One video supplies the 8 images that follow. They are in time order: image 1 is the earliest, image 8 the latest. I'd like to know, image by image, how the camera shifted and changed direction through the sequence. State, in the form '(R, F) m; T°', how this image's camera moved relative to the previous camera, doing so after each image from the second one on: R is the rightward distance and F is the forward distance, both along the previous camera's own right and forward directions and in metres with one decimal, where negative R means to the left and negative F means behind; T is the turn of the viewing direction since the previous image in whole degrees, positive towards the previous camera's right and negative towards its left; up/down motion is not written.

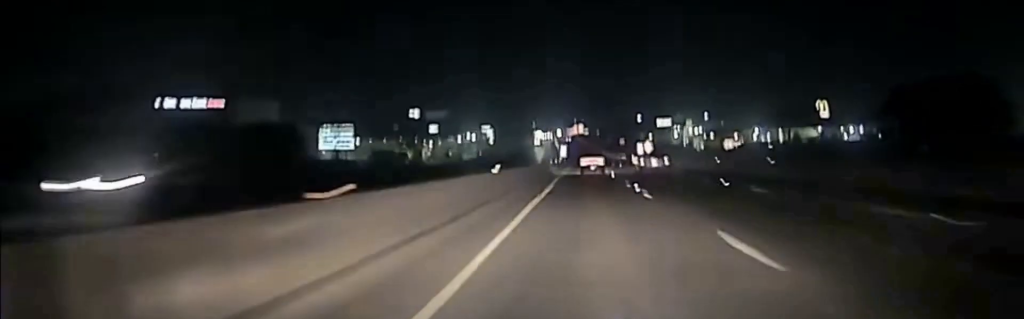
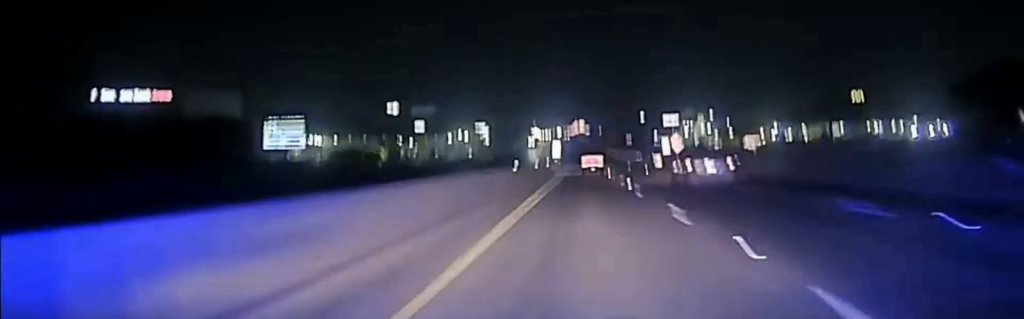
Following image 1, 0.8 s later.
(-0.1, +49.2) m; 0°
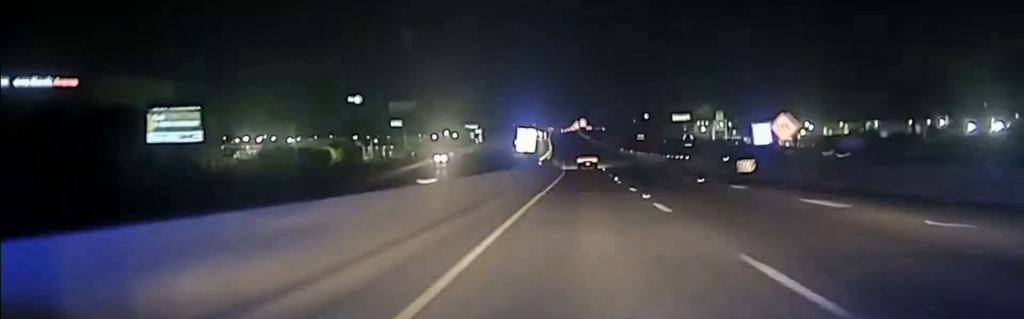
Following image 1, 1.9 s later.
(-0.2, +62.4) m; 0°
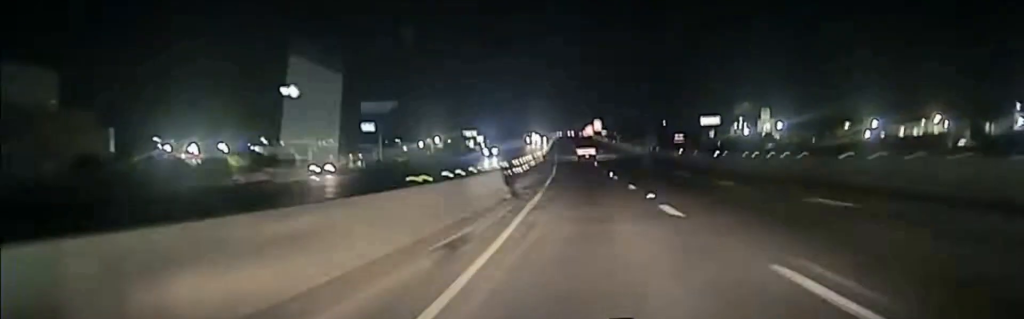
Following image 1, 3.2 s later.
(0.0, +78.0) m; 0°
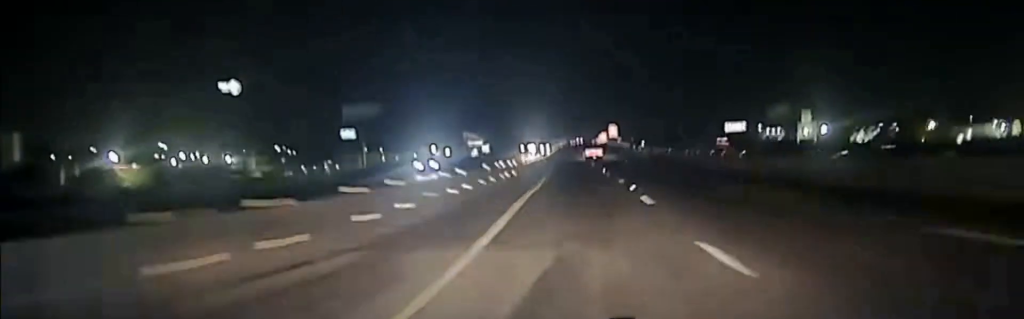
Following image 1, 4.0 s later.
(-0.4, +43.2) m; -1°
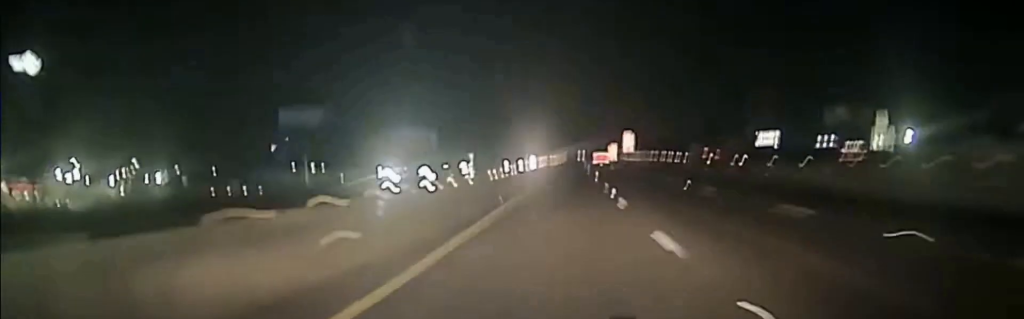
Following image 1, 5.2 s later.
(-0.7, +69.6) m; -1°
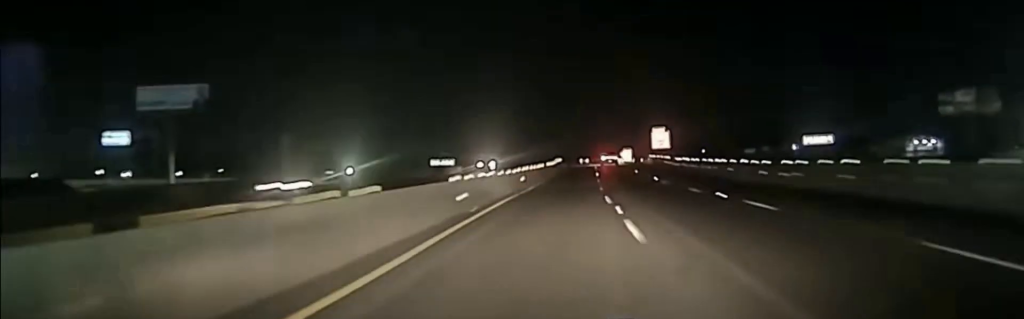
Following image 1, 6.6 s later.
(-0.1, +82.7) m; 0°
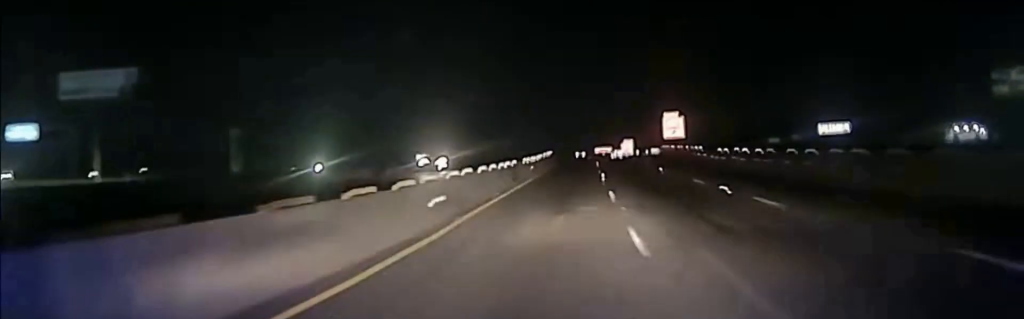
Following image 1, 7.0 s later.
(-0.1, +27.6) m; 0°
